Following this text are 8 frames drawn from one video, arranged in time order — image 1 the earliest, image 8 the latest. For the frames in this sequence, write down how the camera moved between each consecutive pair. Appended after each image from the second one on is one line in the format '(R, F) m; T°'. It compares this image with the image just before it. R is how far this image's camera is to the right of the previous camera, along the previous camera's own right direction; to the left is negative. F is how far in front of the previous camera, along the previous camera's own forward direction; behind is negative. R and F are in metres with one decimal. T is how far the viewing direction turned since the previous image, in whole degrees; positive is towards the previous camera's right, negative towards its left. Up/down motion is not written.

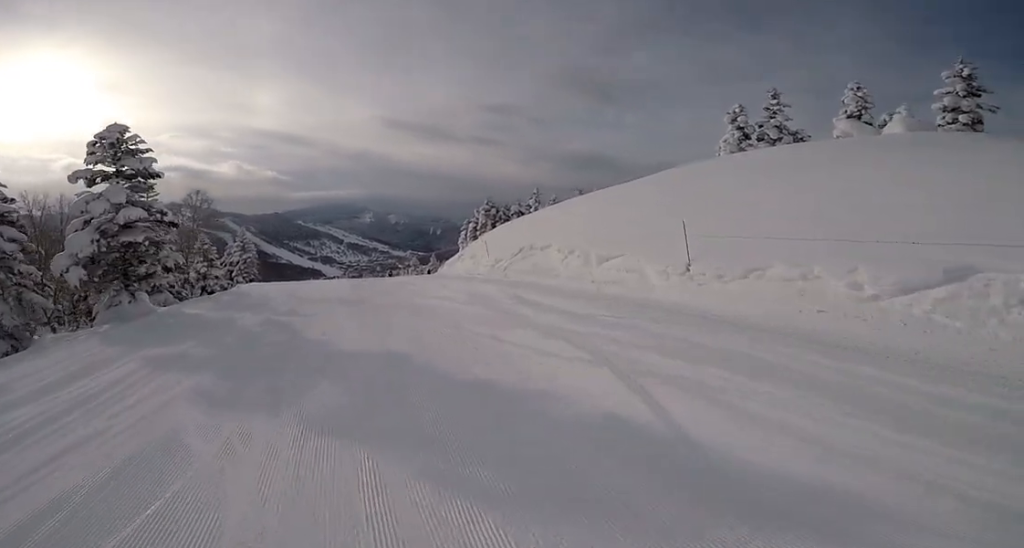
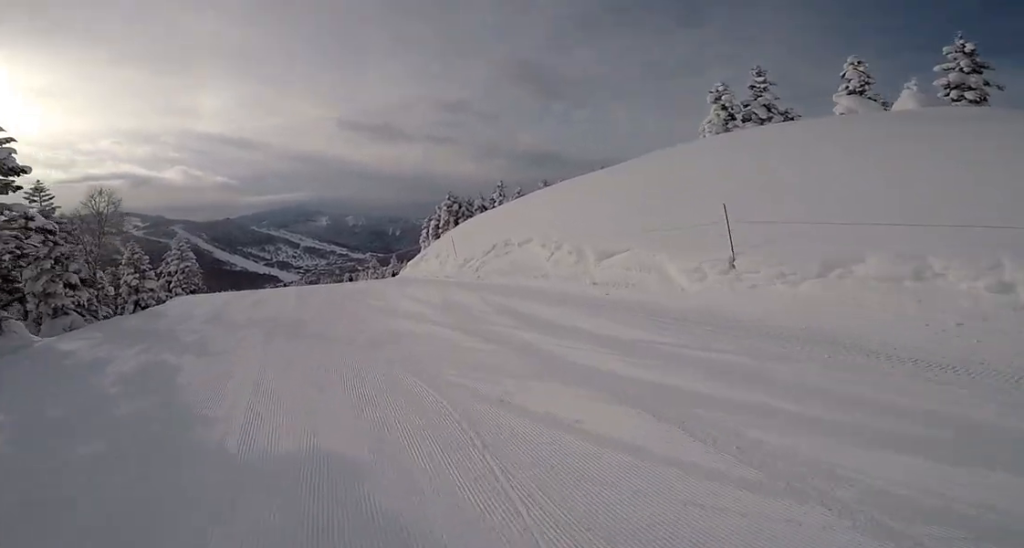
(0.0, +3.5) m; 0°
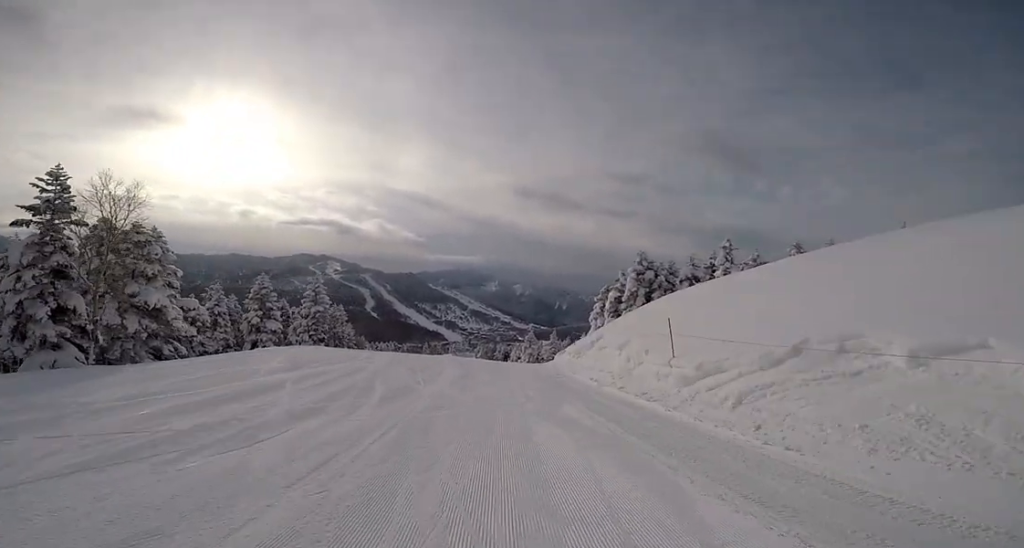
(-1.4, +11.0) m; -11°
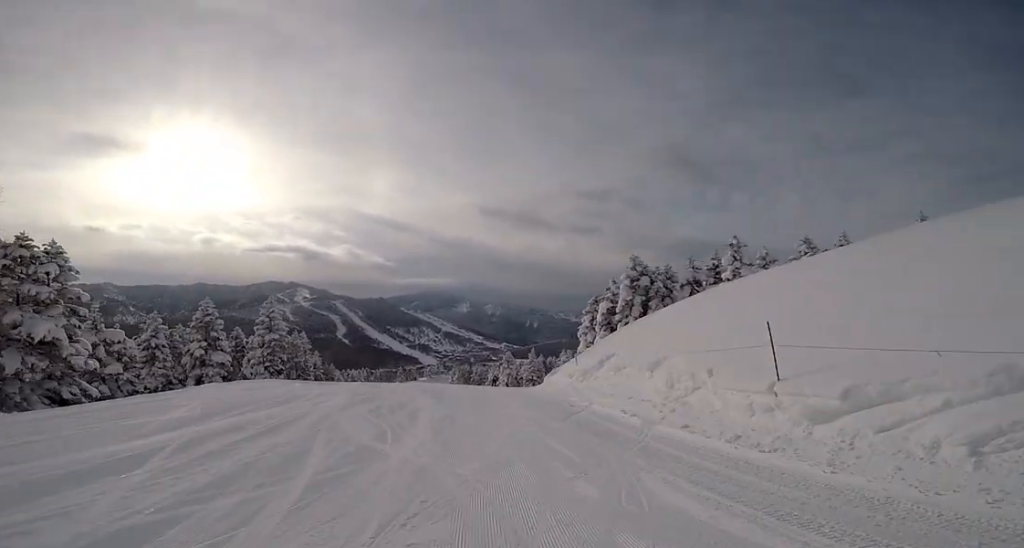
(-0.3, +4.3) m; +2°
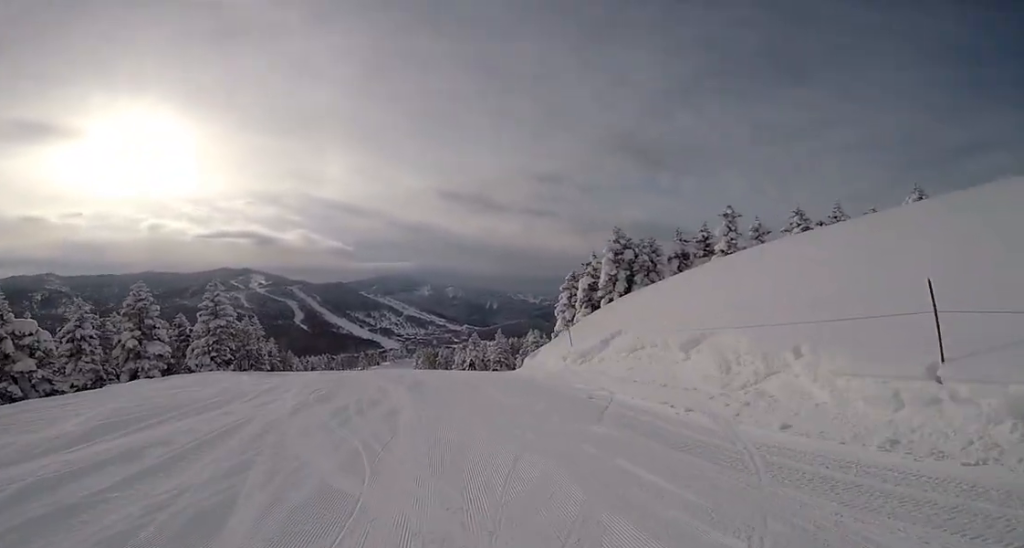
(+0.4, +2.9) m; +5°
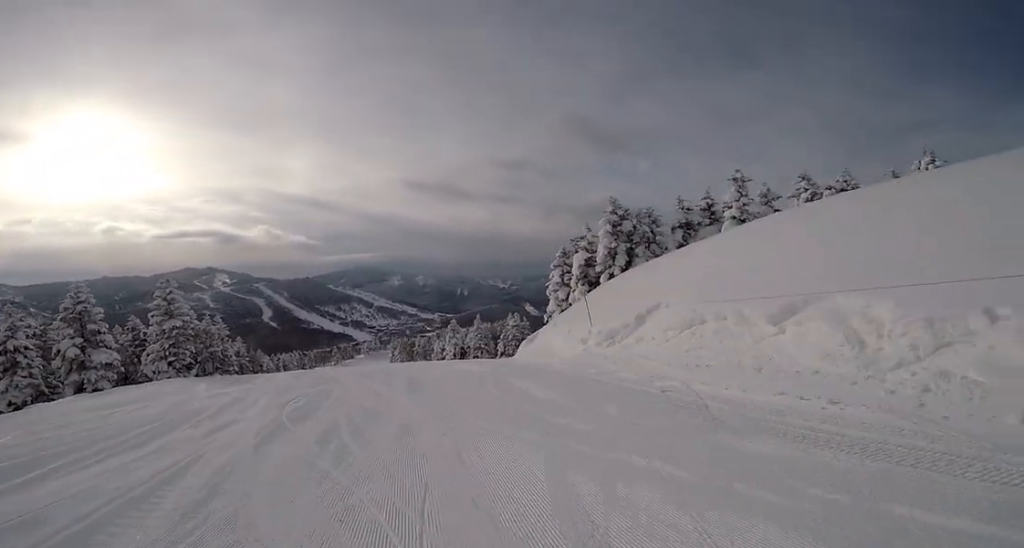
(+0.2, +2.8) m; +4°
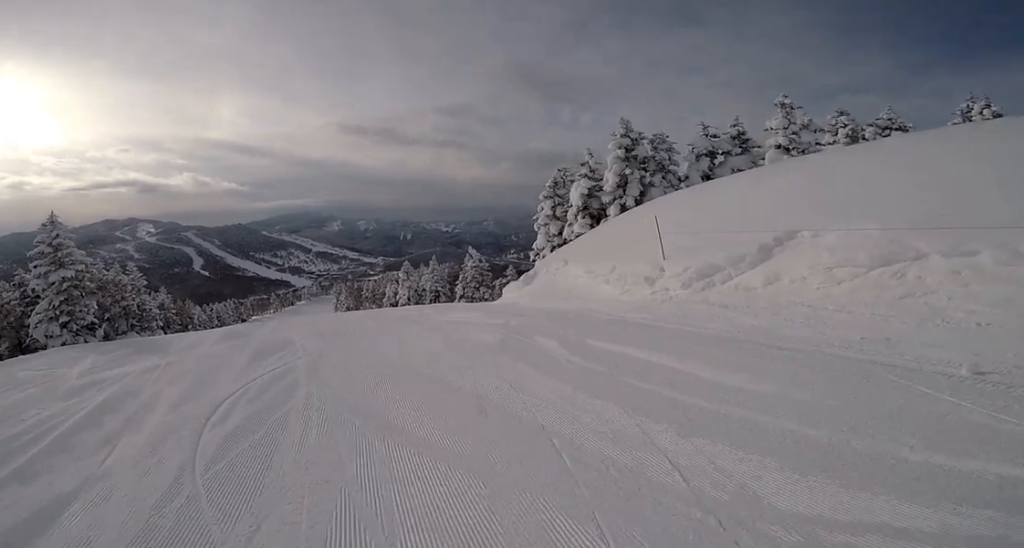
(0.0, +4.9) m; 0°
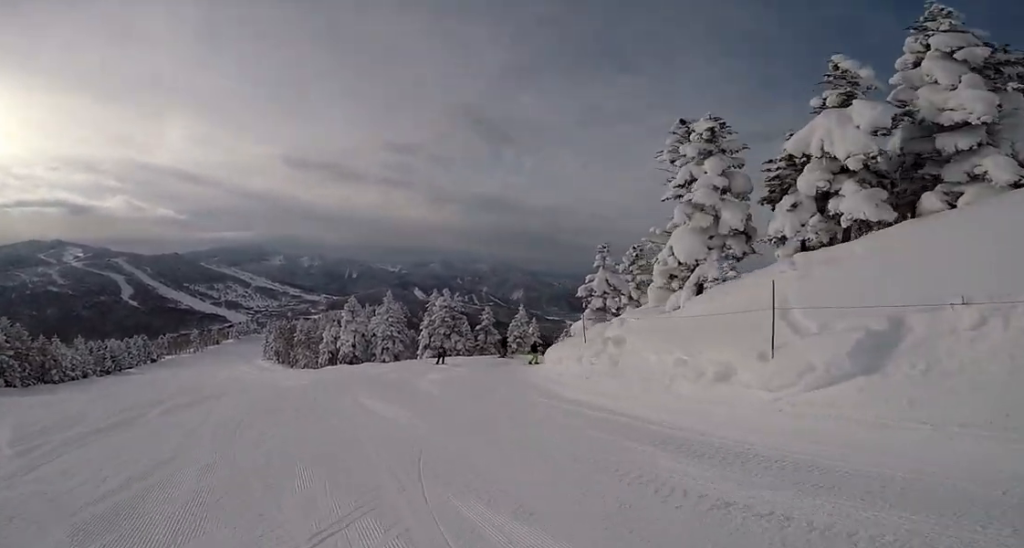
(0.0, +15.4) m; +7°
